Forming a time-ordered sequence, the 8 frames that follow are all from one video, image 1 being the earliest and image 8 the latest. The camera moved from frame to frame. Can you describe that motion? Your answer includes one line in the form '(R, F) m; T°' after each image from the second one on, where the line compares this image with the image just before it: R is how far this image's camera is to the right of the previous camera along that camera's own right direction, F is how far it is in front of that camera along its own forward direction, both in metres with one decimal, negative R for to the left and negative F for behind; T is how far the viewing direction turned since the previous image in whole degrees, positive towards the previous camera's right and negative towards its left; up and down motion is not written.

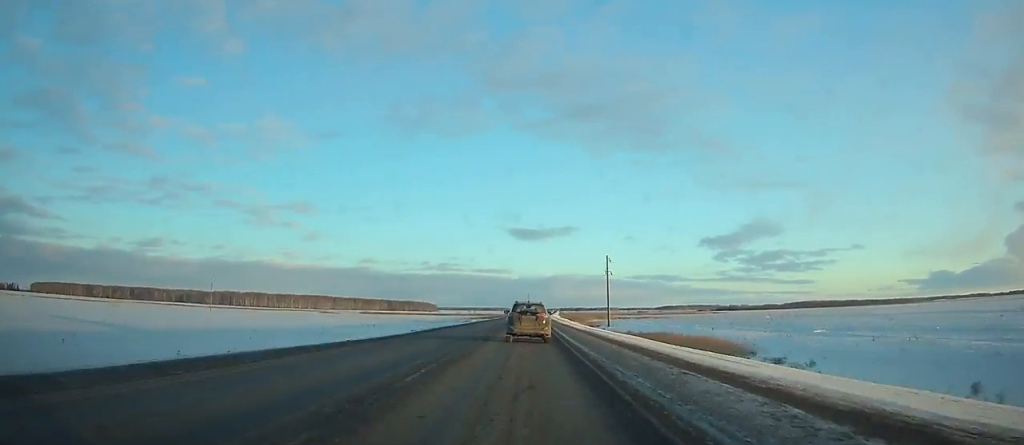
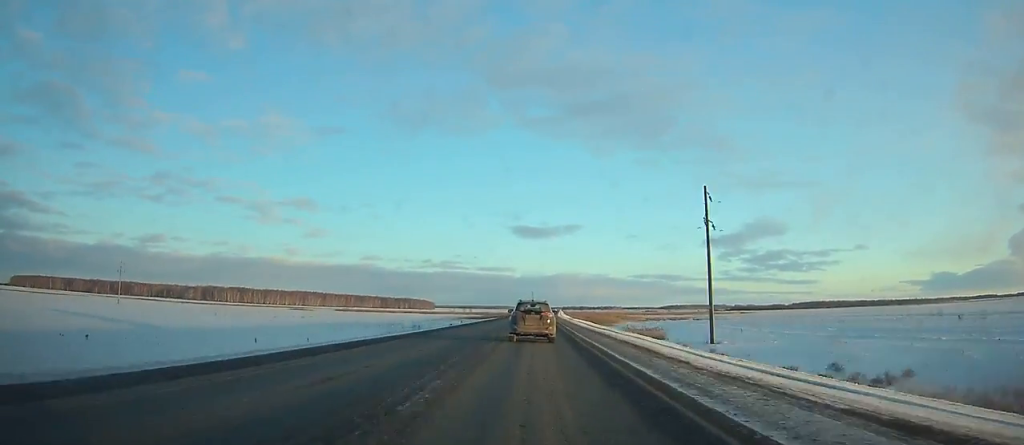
(-0.1, +62.3) m; 0°
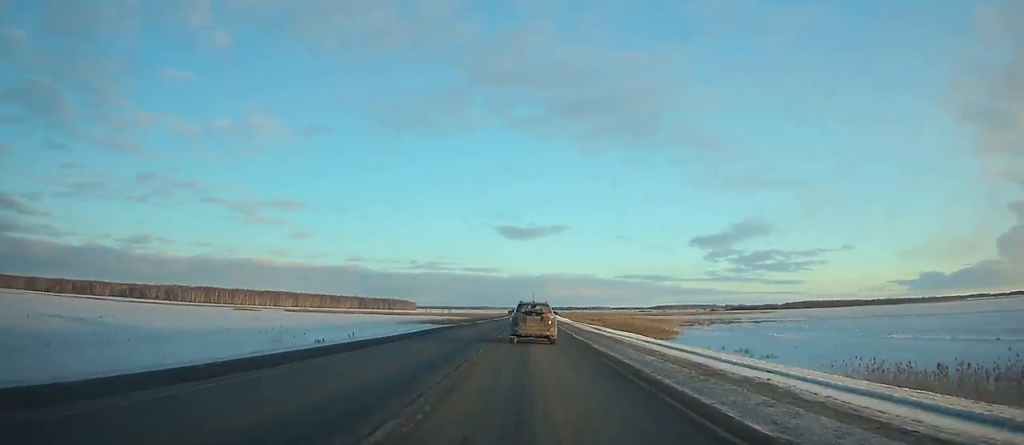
(+0.4, +62.3) m; +1°
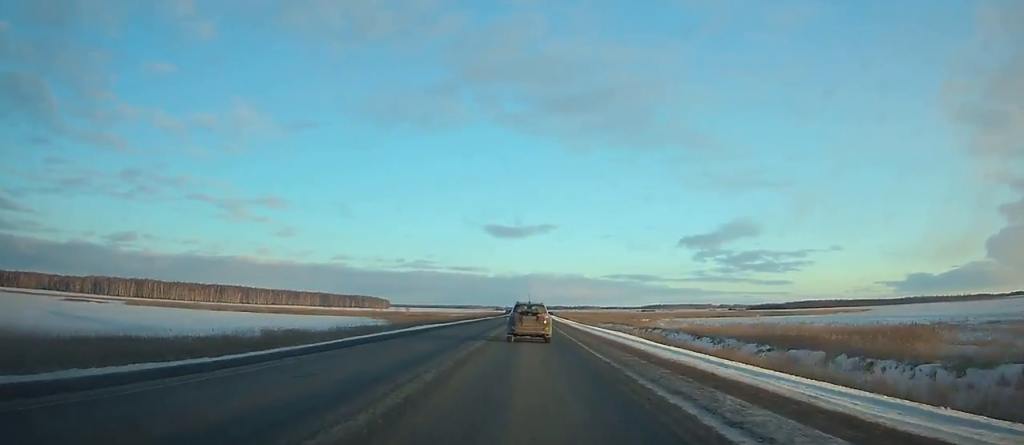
(+1.9, +133.2) m; +1°
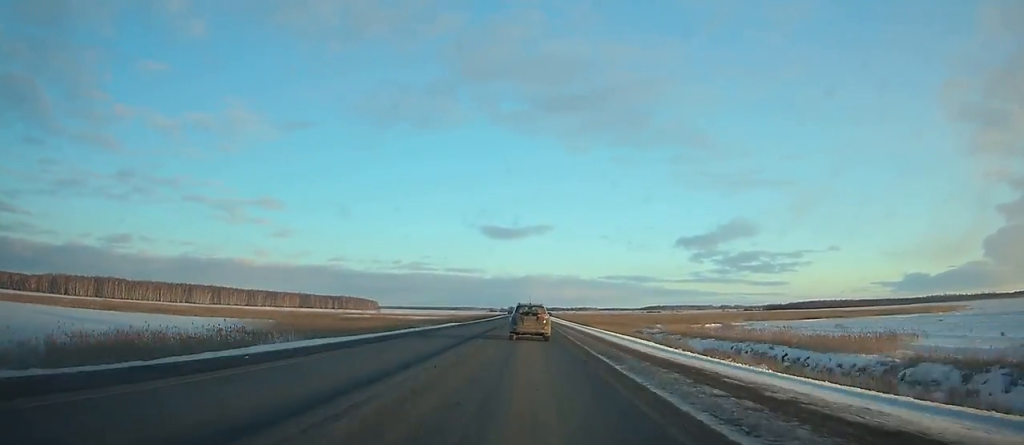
(+0.3, +68.8) m; 0°
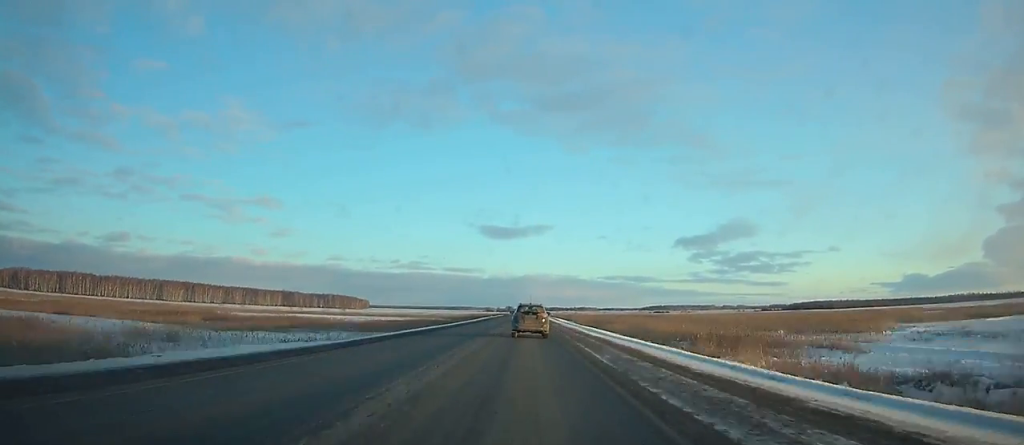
(0.0, +58.5) m; 0°
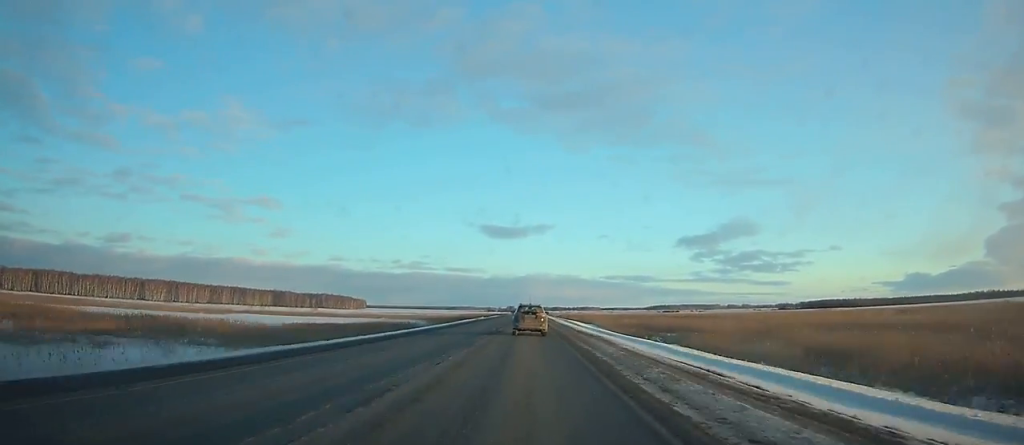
(0.0, +39.8) m; 0°
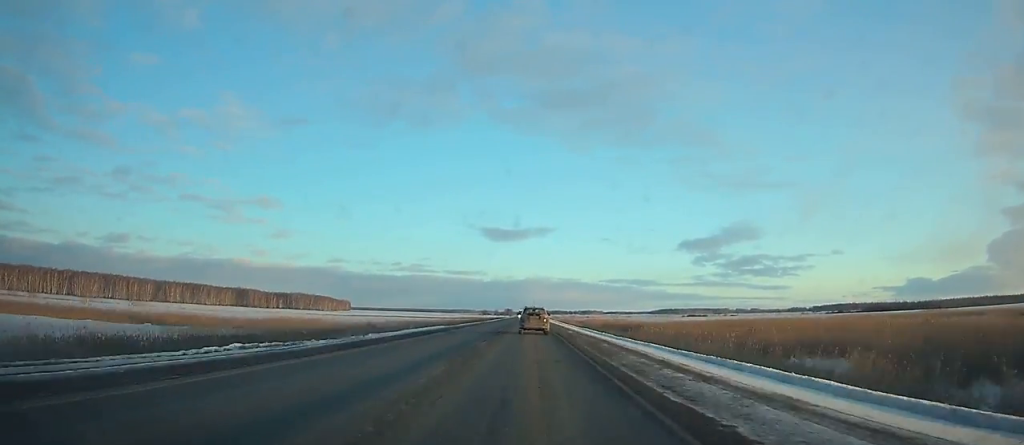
(-0.1, +112.6) m; 0°
